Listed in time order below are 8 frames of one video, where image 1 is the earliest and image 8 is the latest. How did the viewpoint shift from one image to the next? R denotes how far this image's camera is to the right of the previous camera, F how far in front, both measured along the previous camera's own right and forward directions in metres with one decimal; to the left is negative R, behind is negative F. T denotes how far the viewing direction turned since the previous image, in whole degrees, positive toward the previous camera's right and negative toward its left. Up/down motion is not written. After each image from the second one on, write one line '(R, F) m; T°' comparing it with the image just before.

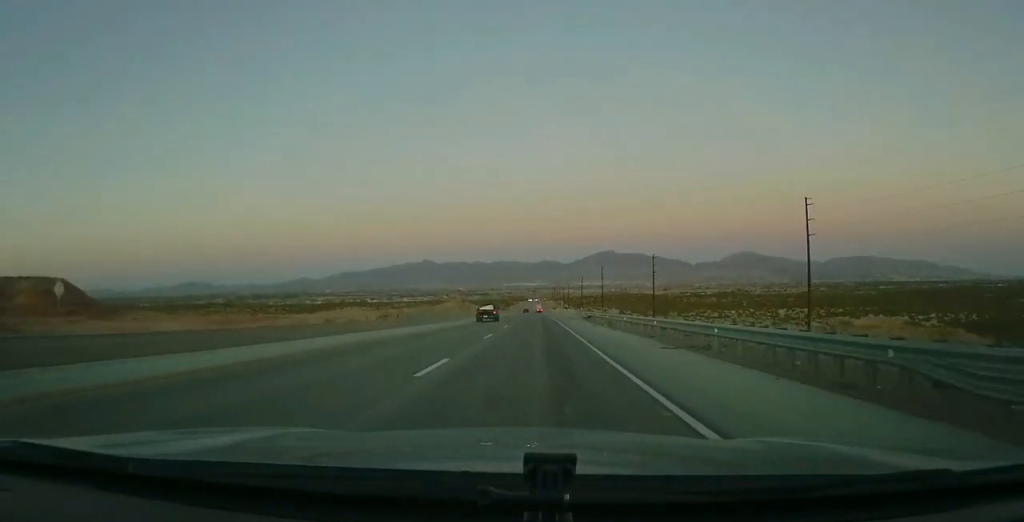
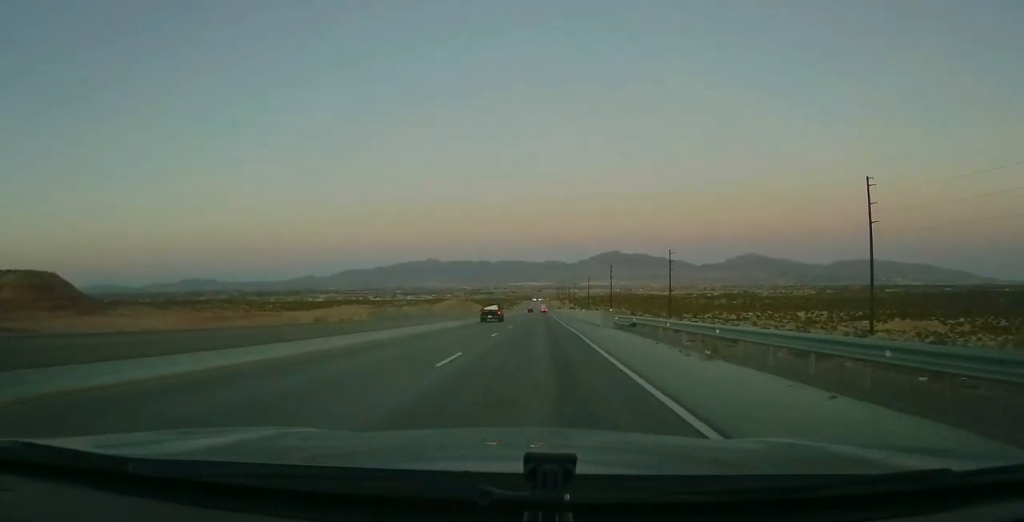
(+0.3, +22.8) m; +1°
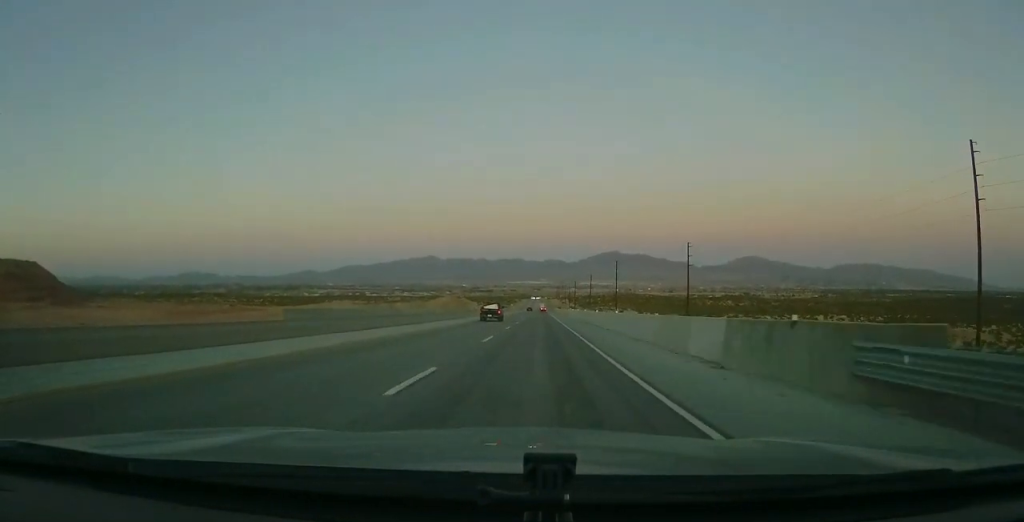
(+0.1, +28.3) m; 0°
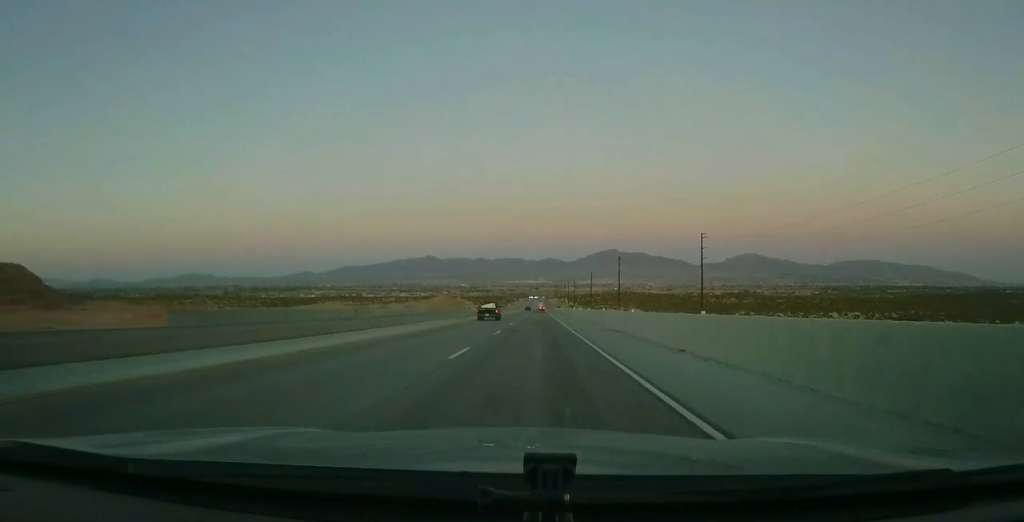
(-0.1, +19.2) m; -1°
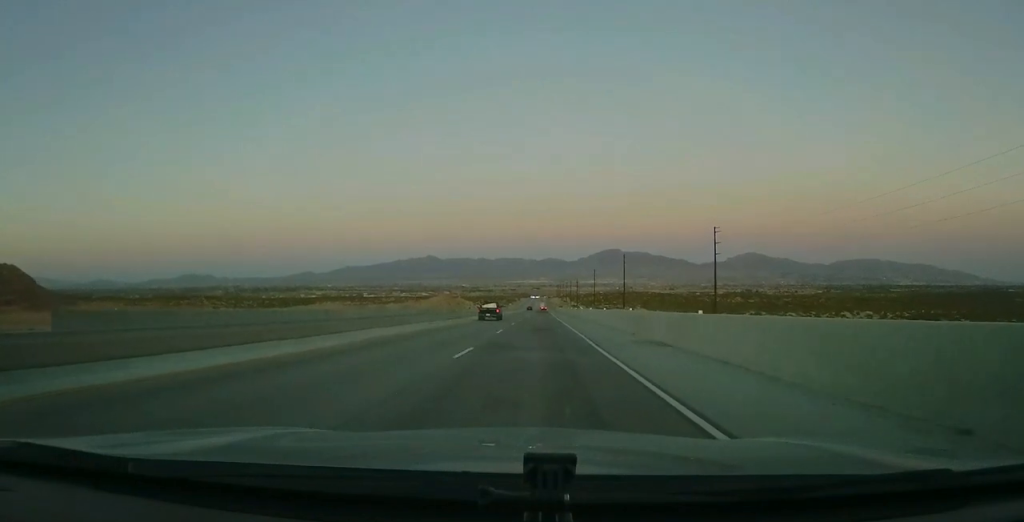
(-0.1, +11.9) m; 0°
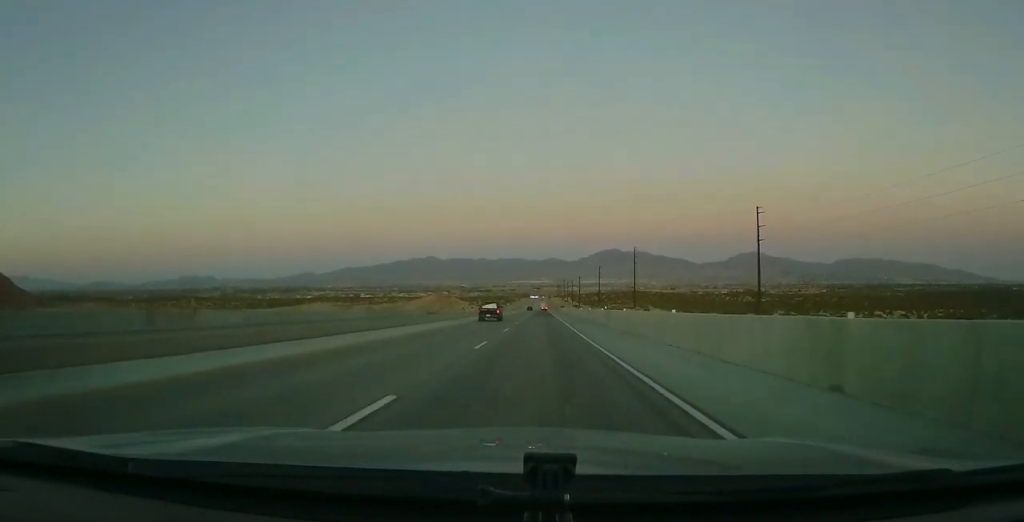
(0.0, +33.8) m; +1°
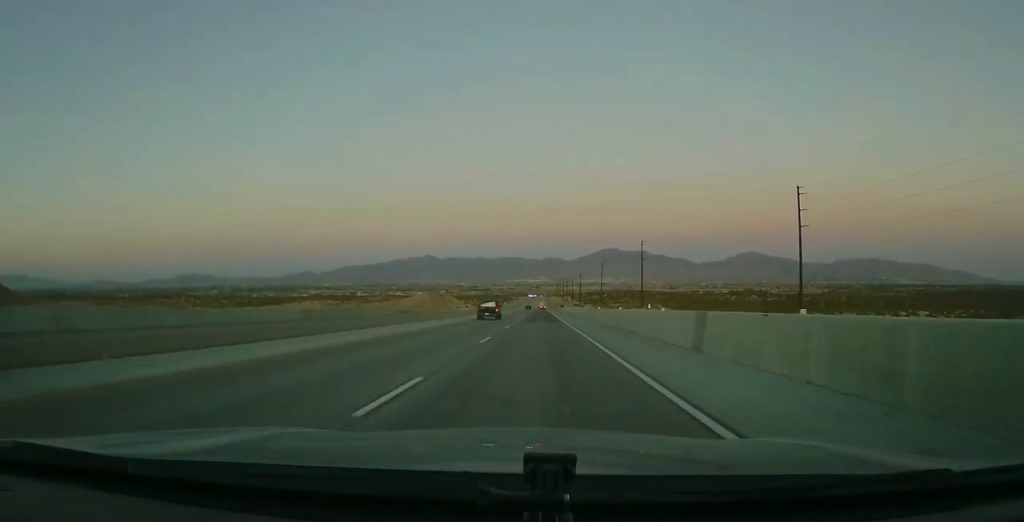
(+0.3, +22.7) m; 0°
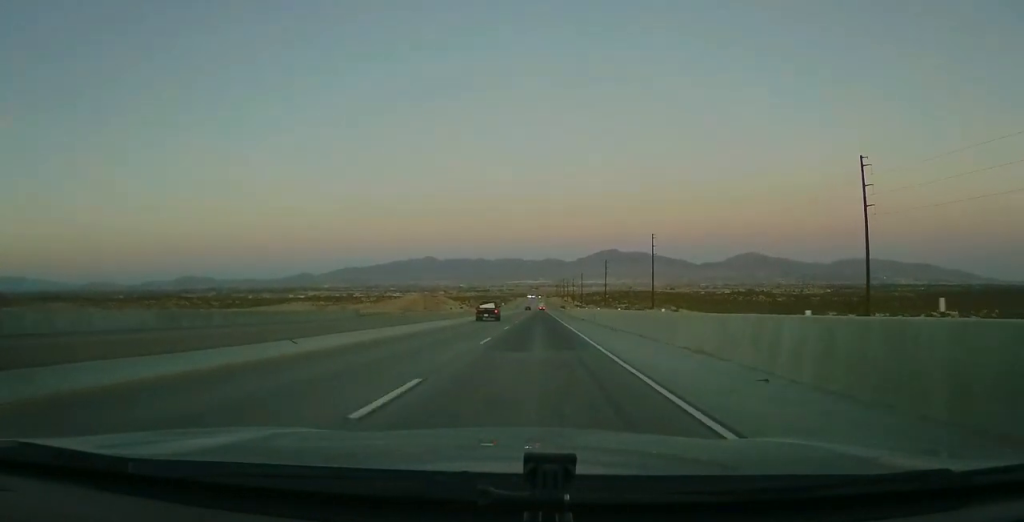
(-0.4, +24.5) m; -1°
